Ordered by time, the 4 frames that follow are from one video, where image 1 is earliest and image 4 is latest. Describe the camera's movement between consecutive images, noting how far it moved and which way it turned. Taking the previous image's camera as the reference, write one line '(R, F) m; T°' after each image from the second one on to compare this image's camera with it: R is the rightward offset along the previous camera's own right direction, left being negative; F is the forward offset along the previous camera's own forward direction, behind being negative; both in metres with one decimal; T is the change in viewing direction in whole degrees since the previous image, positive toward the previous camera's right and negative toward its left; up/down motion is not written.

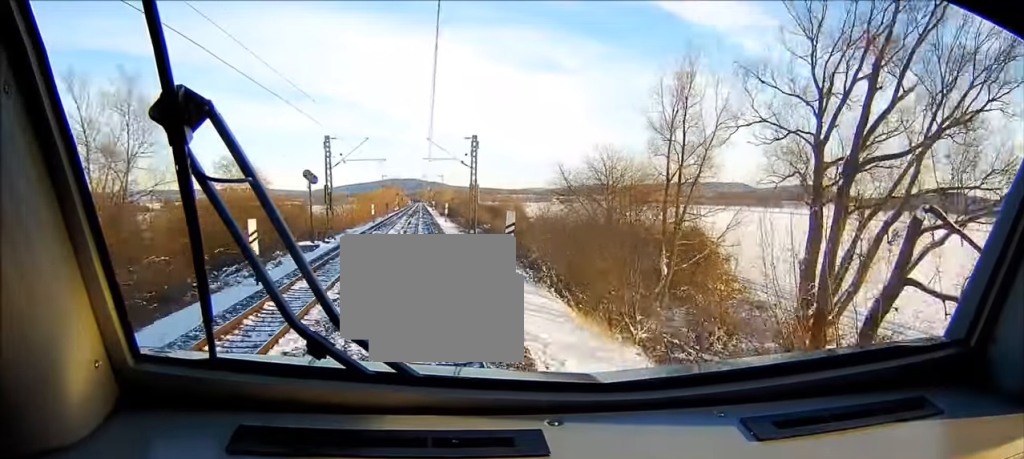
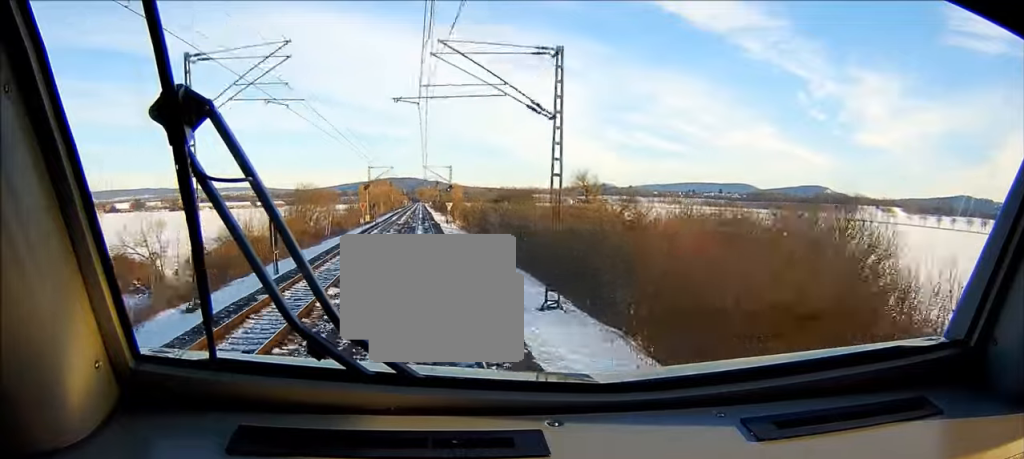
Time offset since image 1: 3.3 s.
(+0.1, +112.6) m; 0°
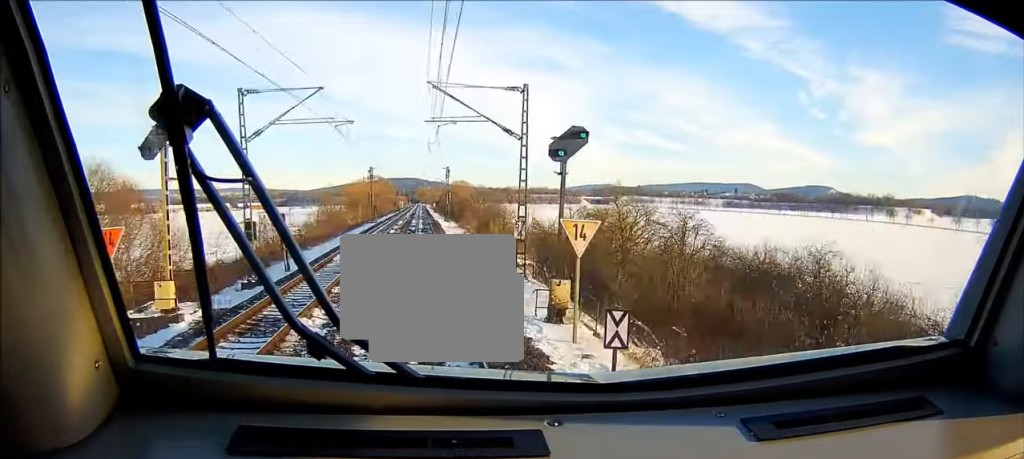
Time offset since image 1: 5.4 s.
(0.0, +70.5) m; 0°
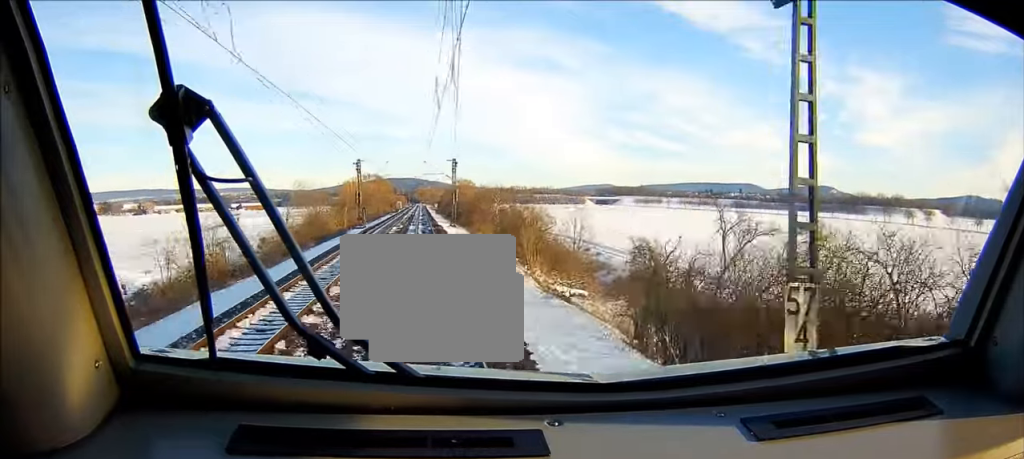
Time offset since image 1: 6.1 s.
(0.0, +22.4) m; 0°
